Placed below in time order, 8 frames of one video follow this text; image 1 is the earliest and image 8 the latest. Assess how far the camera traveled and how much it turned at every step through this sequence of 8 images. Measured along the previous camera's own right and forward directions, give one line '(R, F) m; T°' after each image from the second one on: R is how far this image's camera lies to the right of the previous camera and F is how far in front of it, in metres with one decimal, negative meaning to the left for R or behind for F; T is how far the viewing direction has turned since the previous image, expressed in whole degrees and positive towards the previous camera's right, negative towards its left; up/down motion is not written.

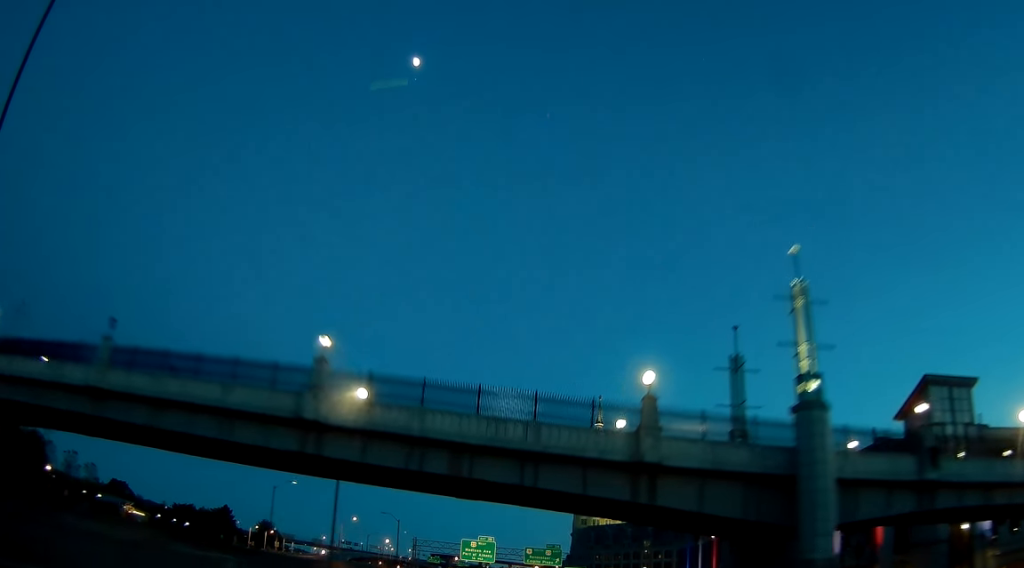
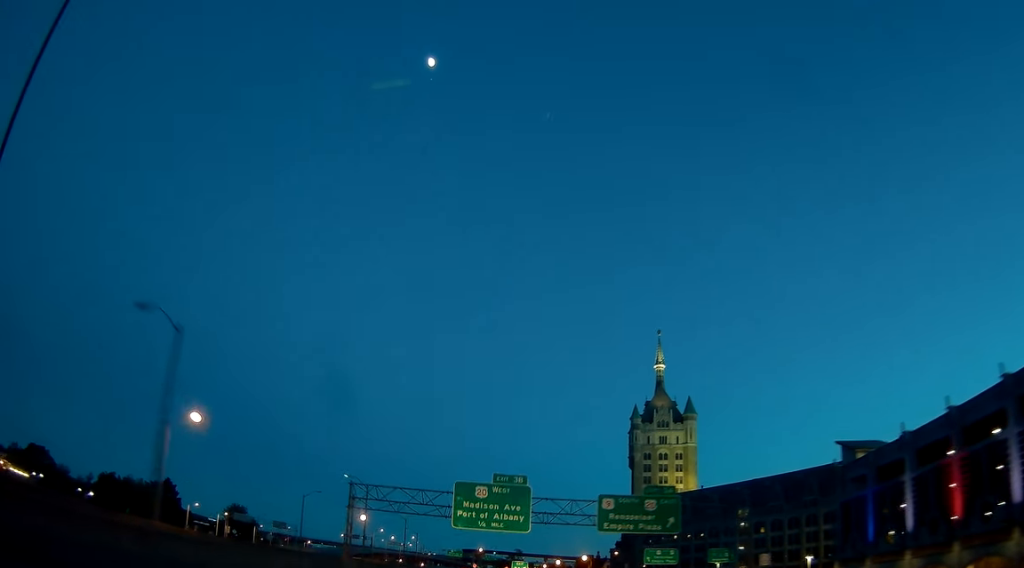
(-1.4, +60.0) m; -3°
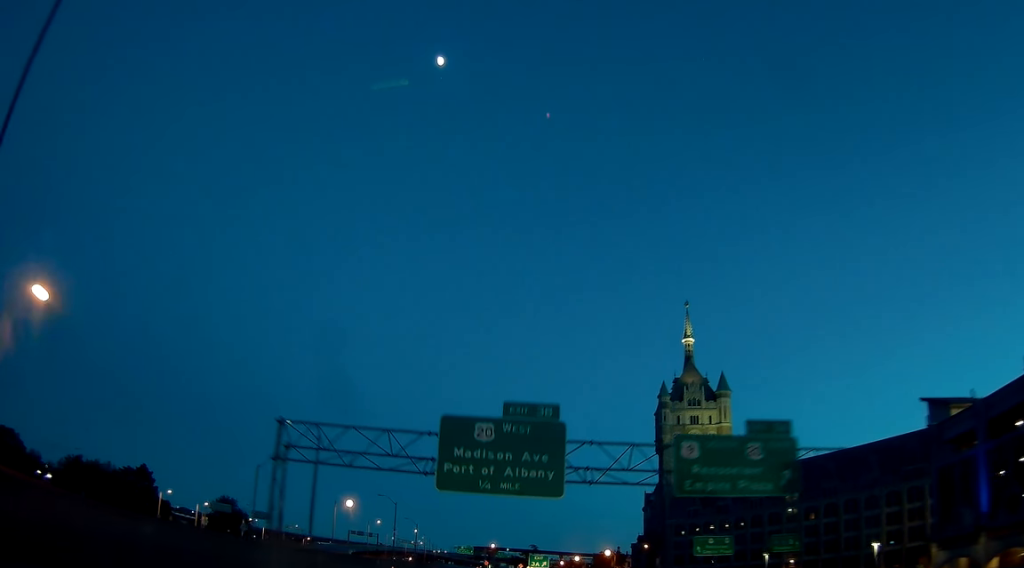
(-0.2, +18.7) m; -1°
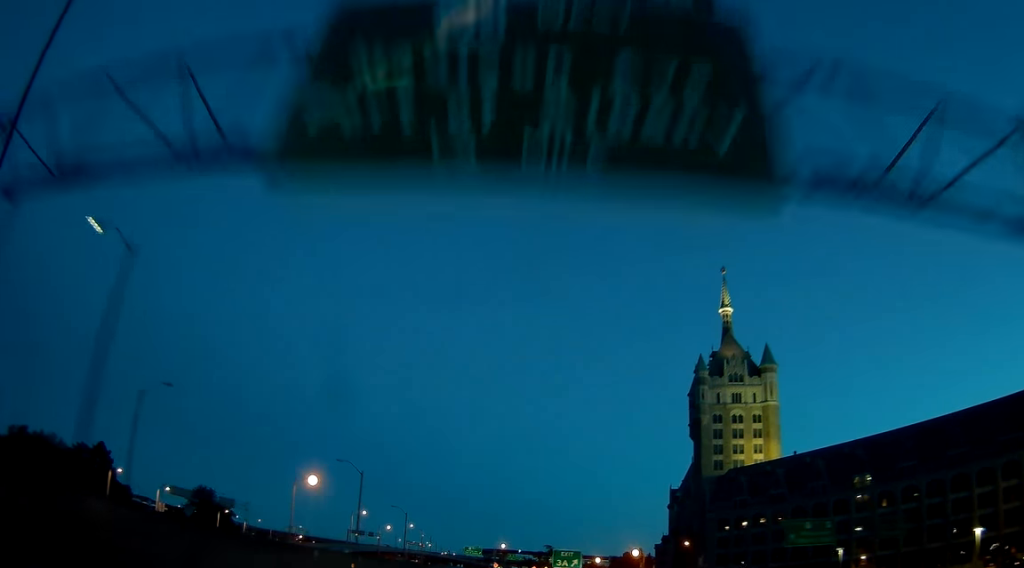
(-0.2, +22.8) m; -1°
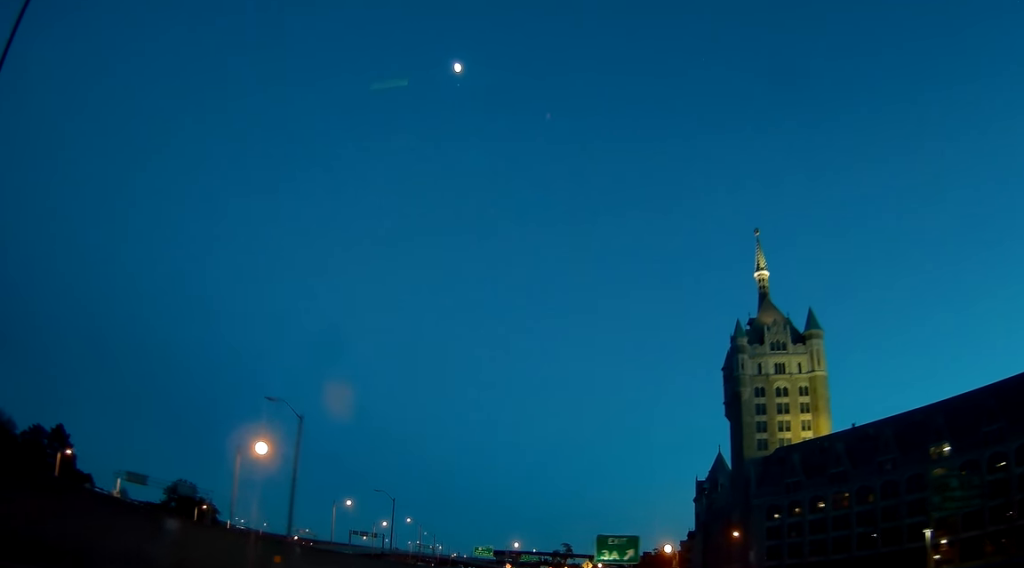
(-0.1, +18.6) m; -1°
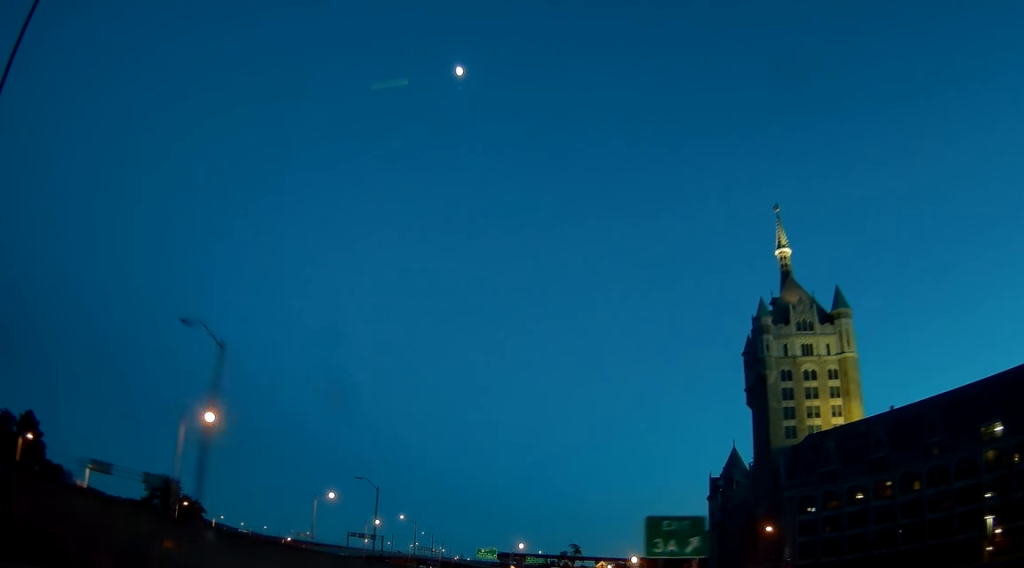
(0.0, +11.0) m; 0°
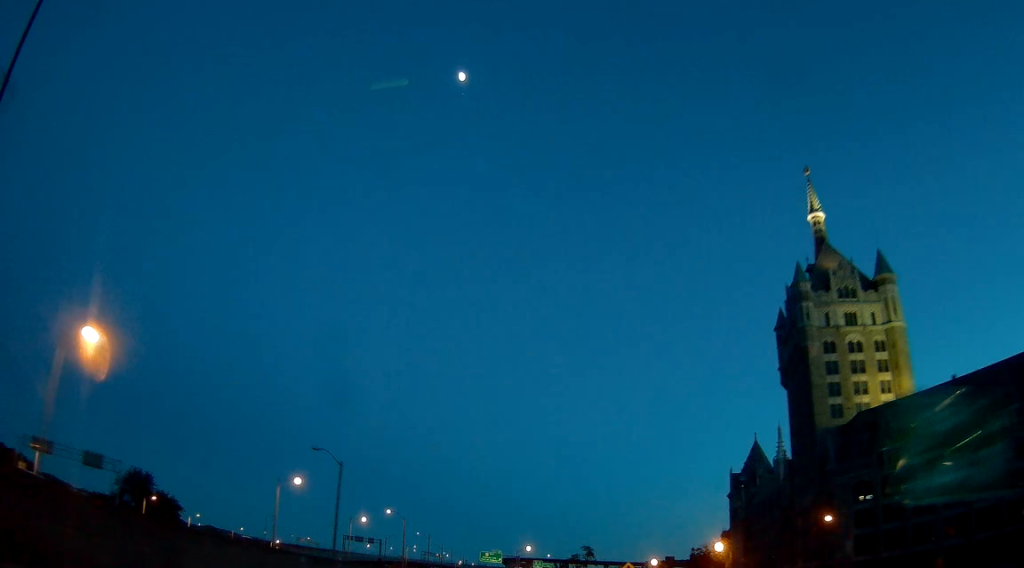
(0.0, +15.2) m; -1°
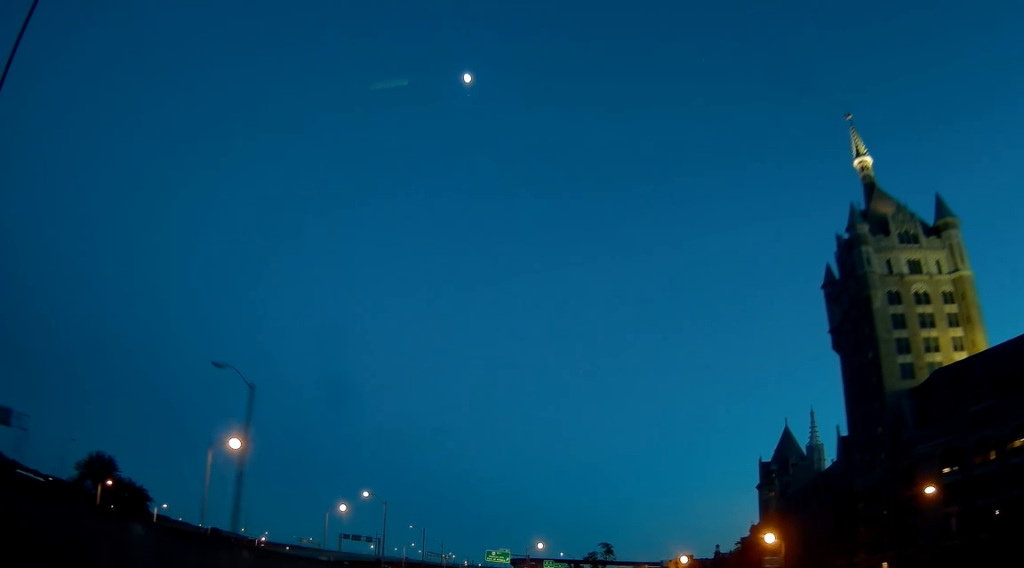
(-0.2, +18.6) m; -1°
